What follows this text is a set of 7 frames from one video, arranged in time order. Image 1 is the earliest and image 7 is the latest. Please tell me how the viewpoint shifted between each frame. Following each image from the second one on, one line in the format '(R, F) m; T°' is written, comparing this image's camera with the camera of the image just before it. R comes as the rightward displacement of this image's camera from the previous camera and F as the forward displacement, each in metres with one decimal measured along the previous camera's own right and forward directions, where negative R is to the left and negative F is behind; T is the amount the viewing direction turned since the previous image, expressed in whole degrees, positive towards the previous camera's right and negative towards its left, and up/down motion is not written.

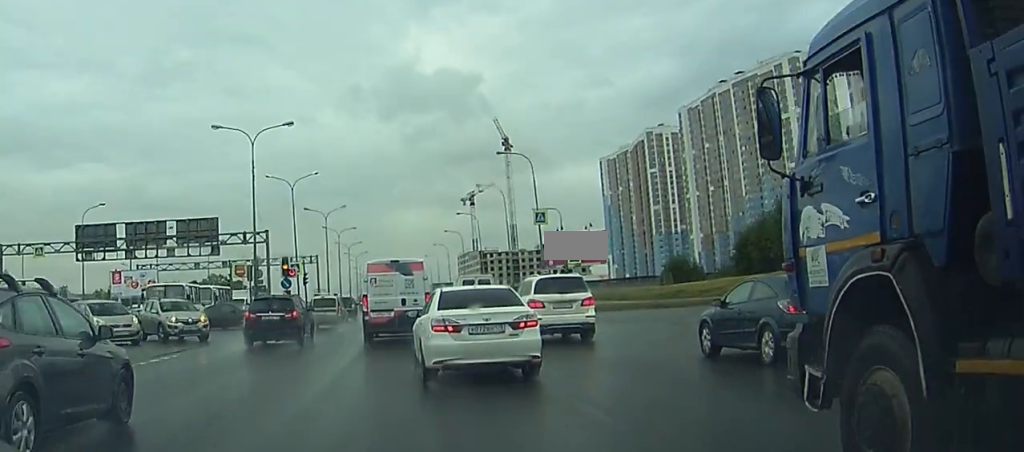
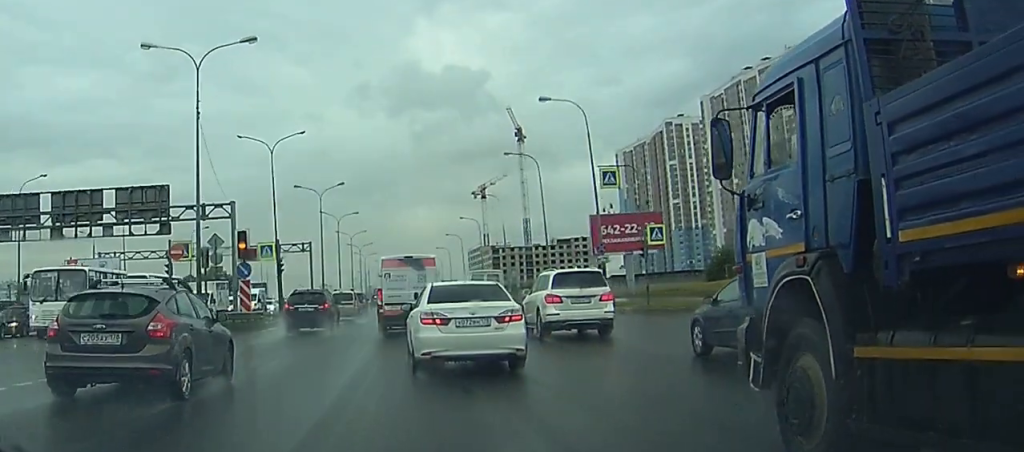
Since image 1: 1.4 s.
(-0.4, +18.1) m; -1°
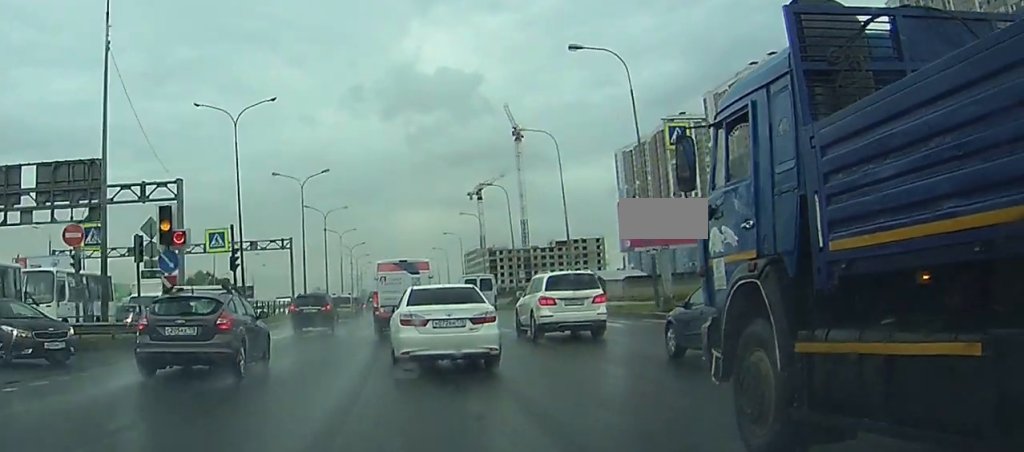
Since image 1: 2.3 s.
(0.0, +12.4) m; 0°
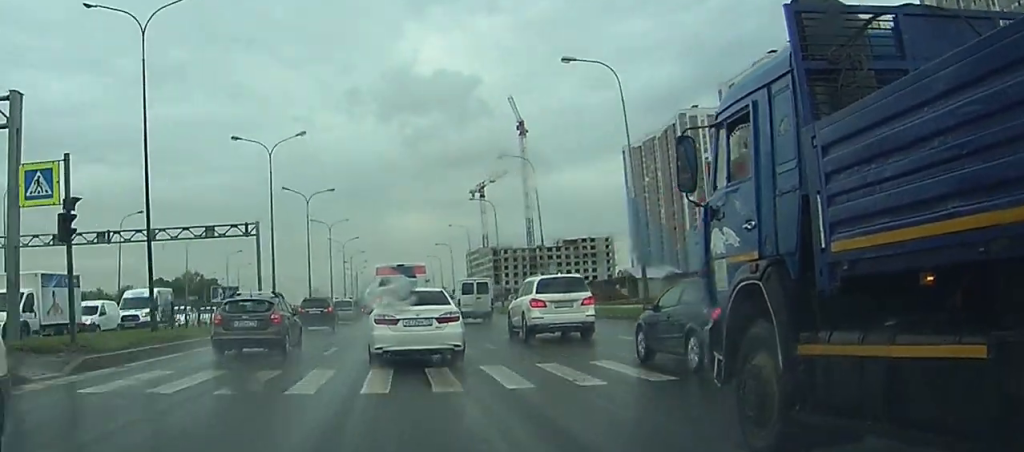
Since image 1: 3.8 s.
(+0.1, +19.7) m; 0°
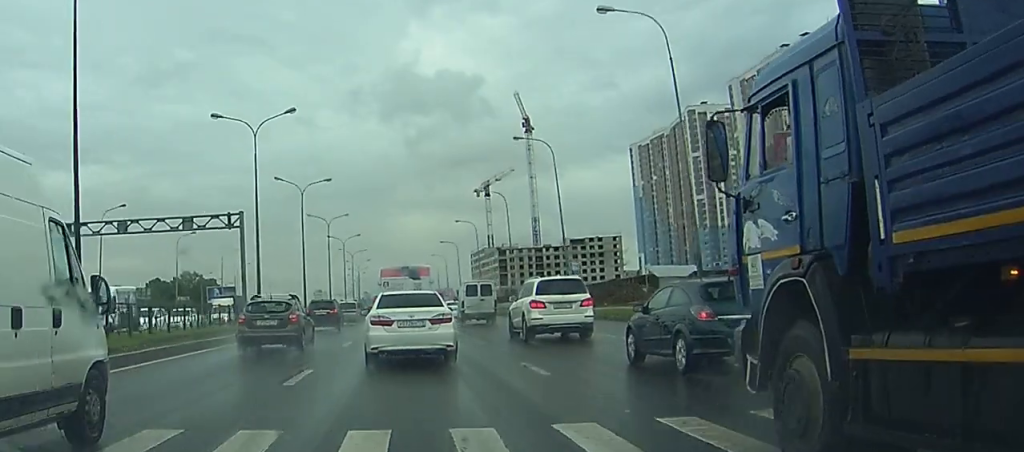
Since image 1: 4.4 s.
(0.0, +8.0) m; 0°
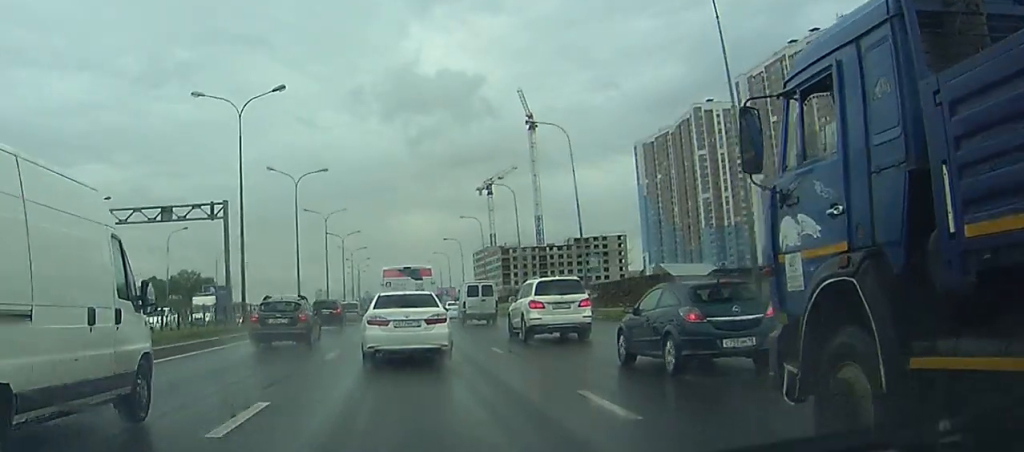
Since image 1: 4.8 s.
(0.0, +5.7) m; 0°
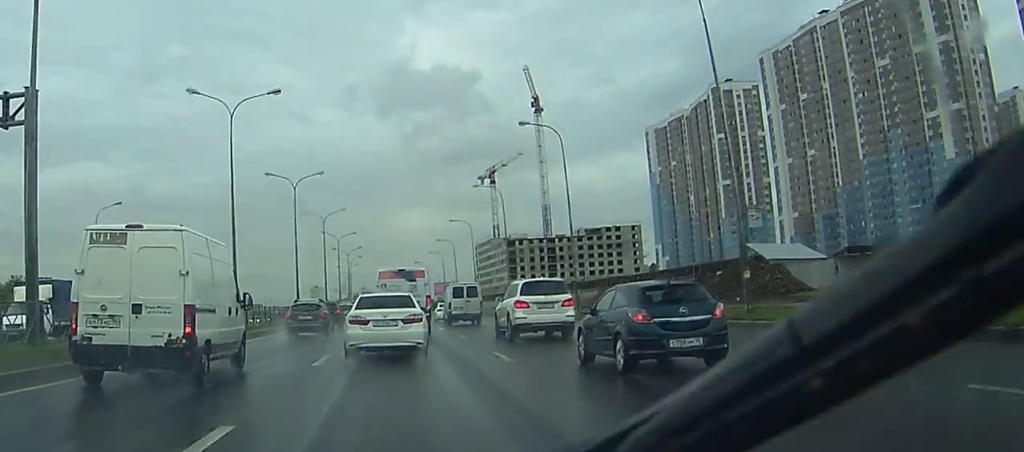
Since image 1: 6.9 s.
(-0.3, +27.2) m; -1°
